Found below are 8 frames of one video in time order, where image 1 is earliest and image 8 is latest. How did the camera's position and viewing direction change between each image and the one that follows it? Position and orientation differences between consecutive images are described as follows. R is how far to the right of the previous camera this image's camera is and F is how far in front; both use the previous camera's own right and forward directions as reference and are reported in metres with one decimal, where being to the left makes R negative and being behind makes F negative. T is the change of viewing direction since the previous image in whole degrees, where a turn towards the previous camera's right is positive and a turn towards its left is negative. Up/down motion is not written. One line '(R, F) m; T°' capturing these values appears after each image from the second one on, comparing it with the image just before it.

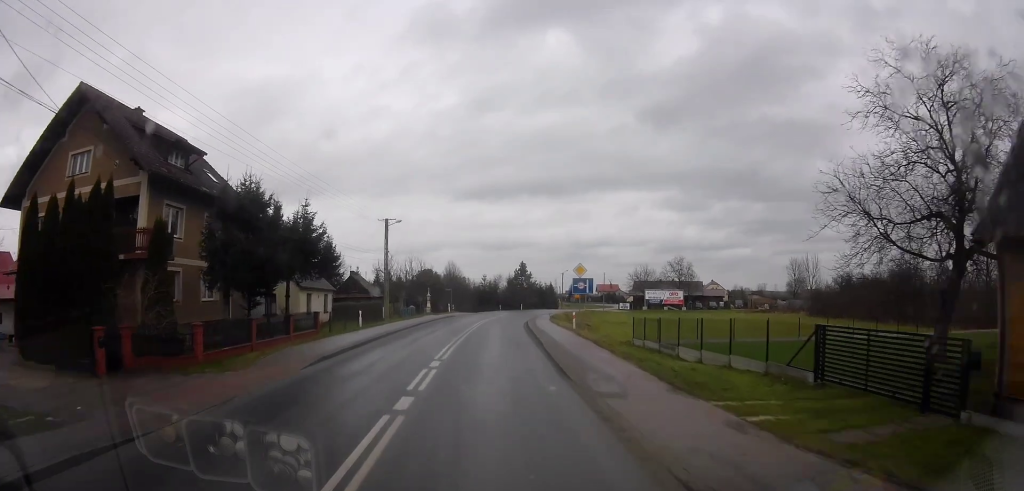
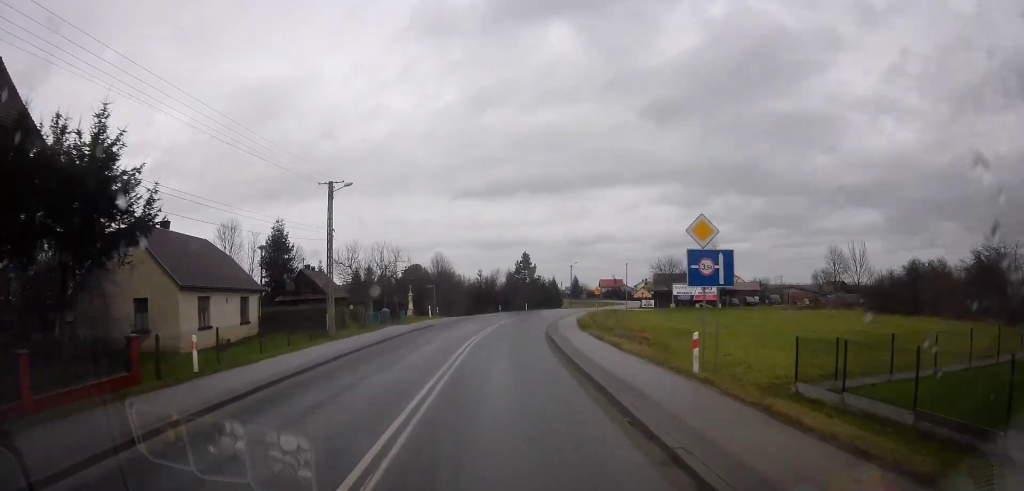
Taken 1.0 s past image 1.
(0.0, +16.1) m; -2°
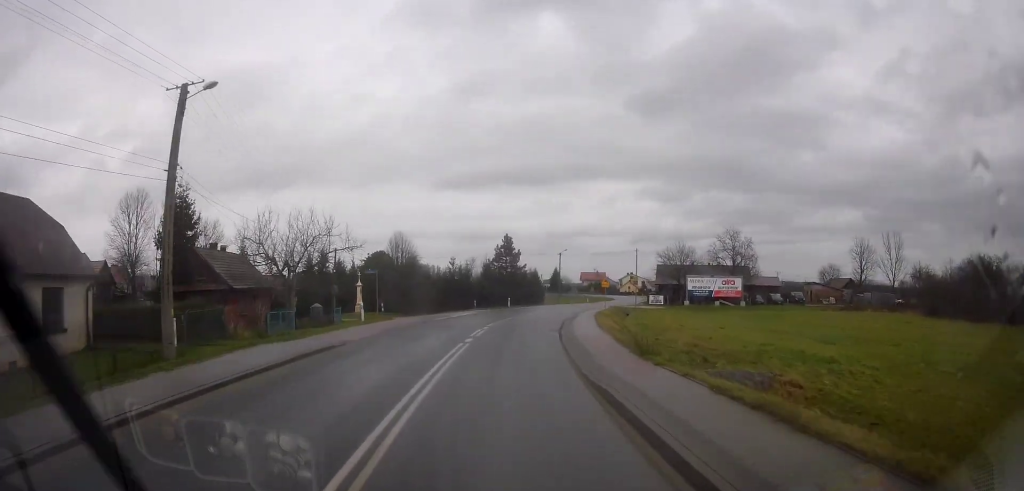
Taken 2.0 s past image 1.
(-0.4, +15.6) m; -1°
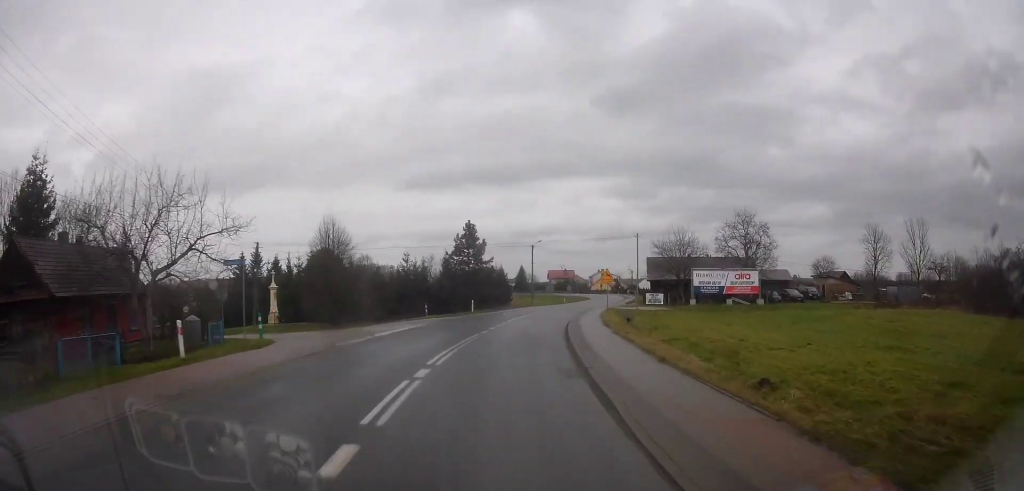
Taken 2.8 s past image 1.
(-0.1, +13.3) m; +3°
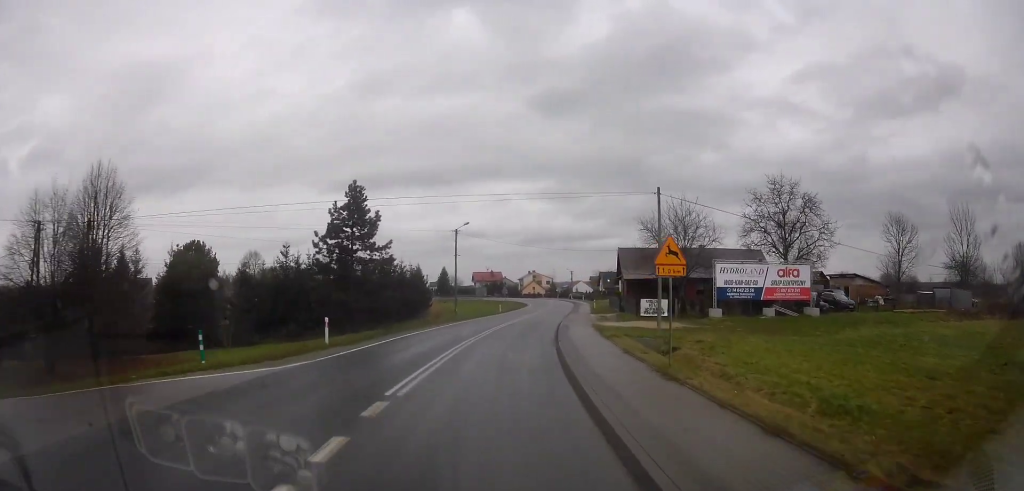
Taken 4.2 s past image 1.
(+1.8, +22.6) m; +9°
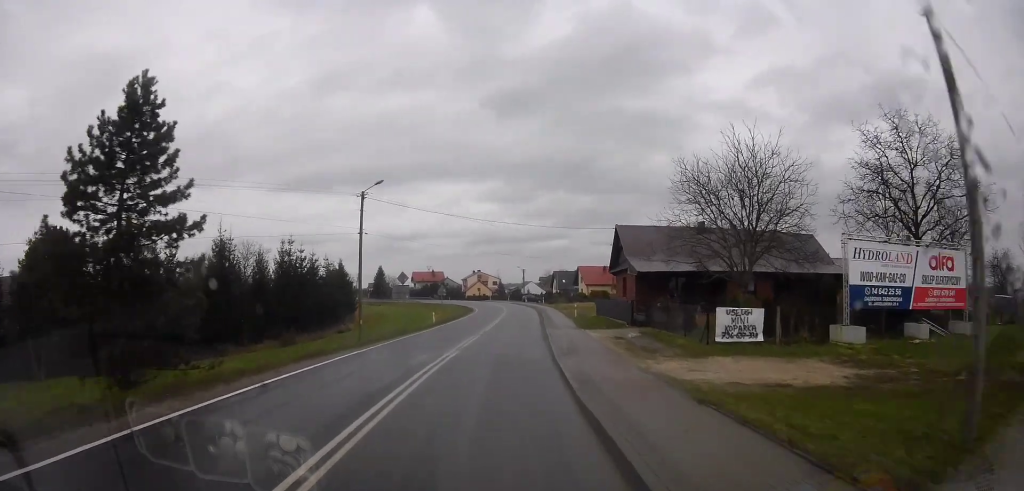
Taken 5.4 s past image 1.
(+1.4, +19.5) m; +7°
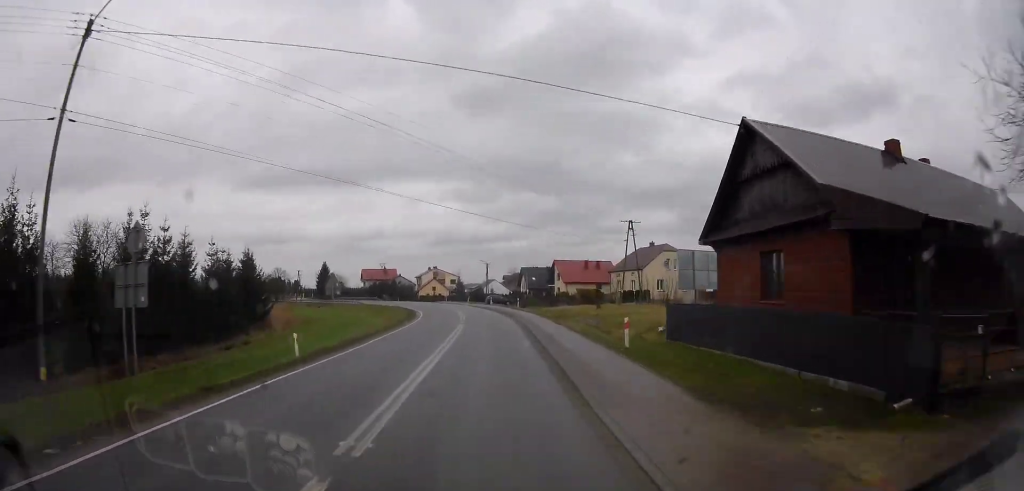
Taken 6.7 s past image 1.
(+1.4, +23.2) m; +7°
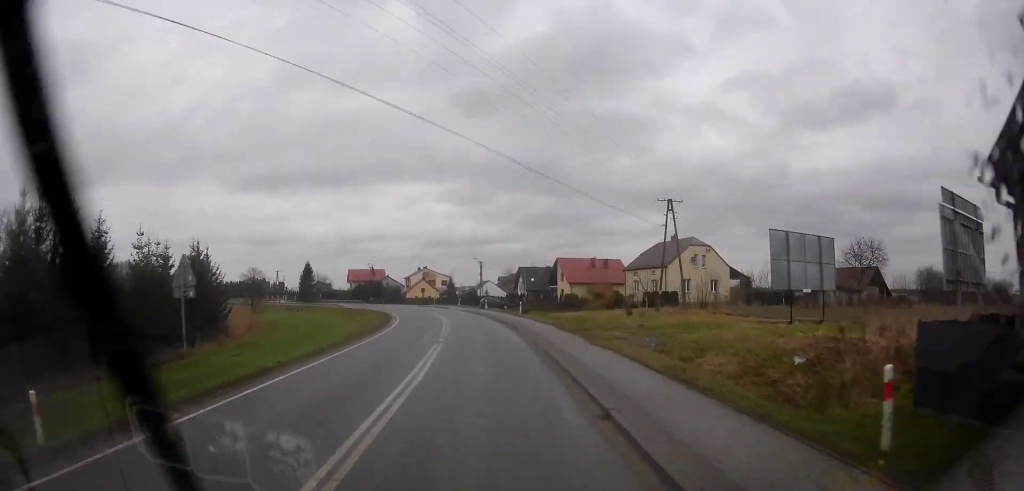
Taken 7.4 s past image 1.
(+0.3, +11.8) m; +5°
